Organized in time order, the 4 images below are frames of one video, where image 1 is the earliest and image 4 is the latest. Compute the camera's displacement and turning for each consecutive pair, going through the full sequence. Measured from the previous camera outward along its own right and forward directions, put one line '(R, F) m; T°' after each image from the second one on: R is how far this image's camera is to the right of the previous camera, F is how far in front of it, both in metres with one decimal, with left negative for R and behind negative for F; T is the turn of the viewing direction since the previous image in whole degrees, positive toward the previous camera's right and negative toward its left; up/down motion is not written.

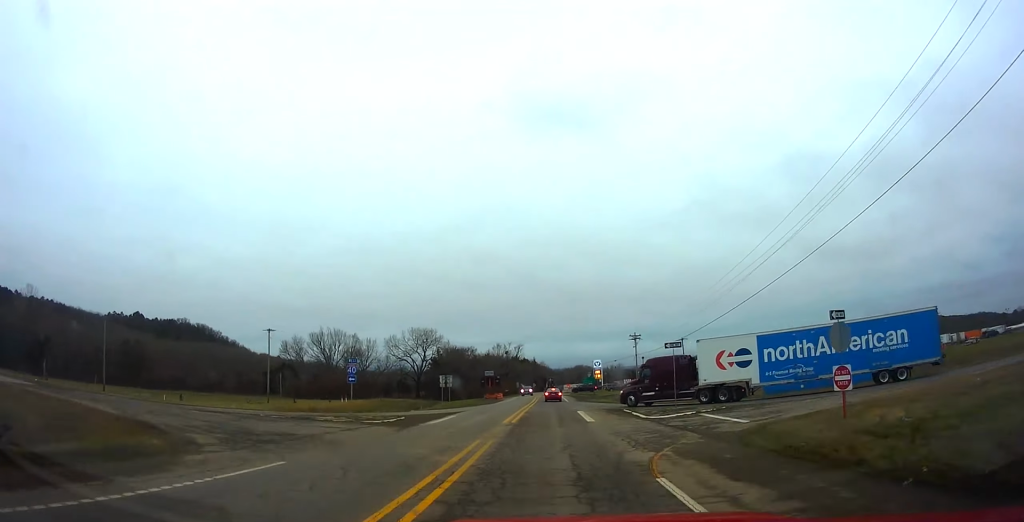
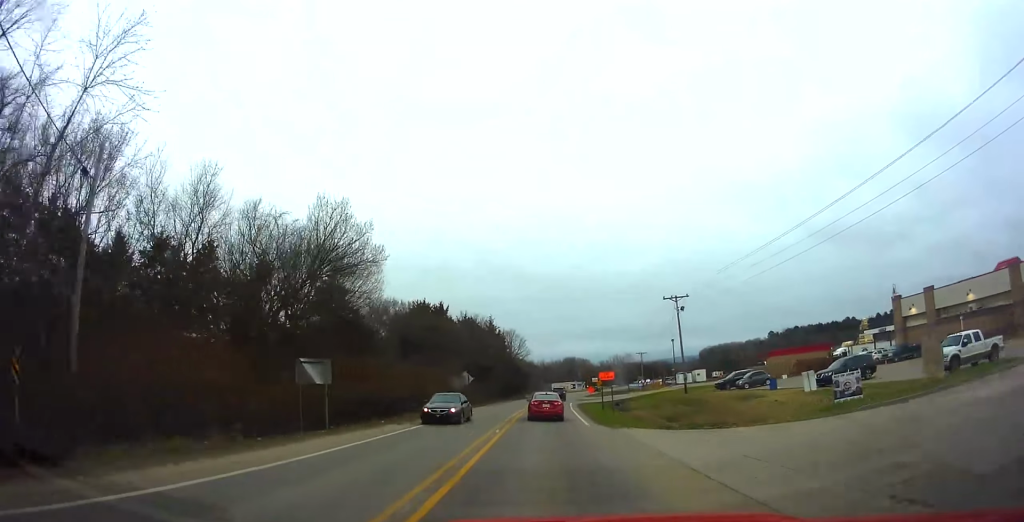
(+1.9, +167.2) m; +1°
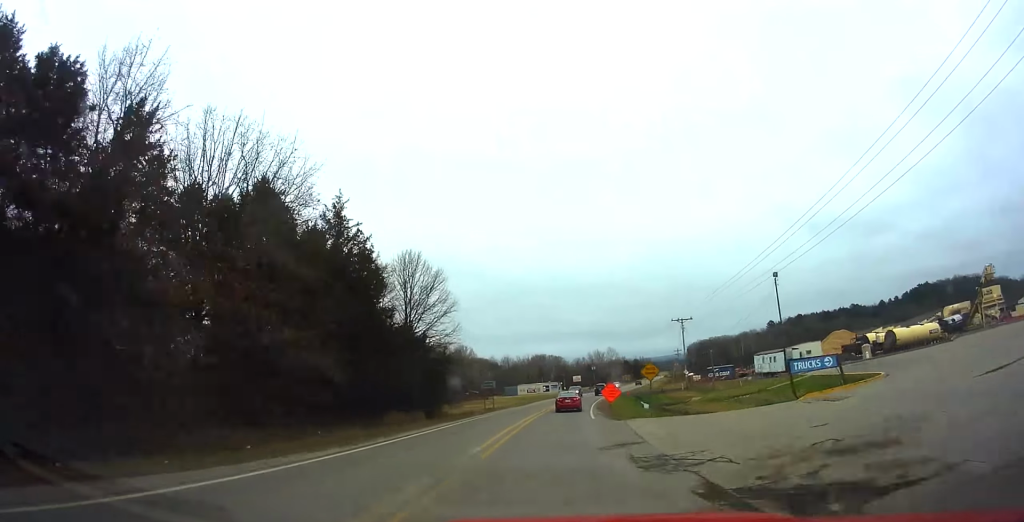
(+2.3, +73.8) m; +5°
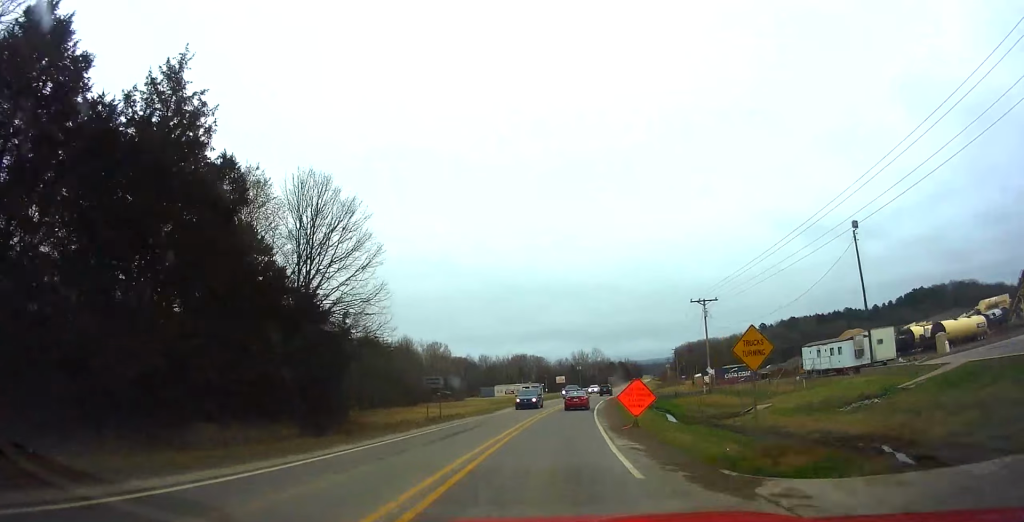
(0.0, +18.8) m; +2°
